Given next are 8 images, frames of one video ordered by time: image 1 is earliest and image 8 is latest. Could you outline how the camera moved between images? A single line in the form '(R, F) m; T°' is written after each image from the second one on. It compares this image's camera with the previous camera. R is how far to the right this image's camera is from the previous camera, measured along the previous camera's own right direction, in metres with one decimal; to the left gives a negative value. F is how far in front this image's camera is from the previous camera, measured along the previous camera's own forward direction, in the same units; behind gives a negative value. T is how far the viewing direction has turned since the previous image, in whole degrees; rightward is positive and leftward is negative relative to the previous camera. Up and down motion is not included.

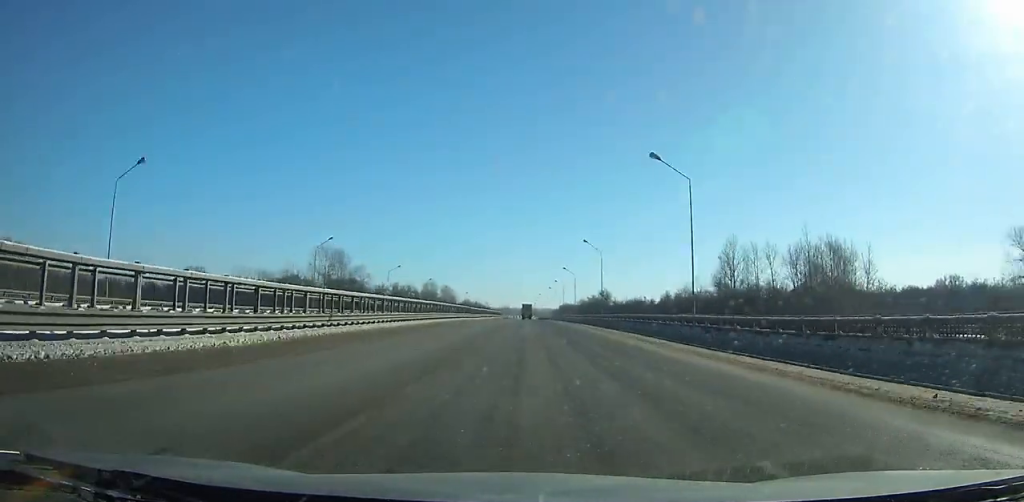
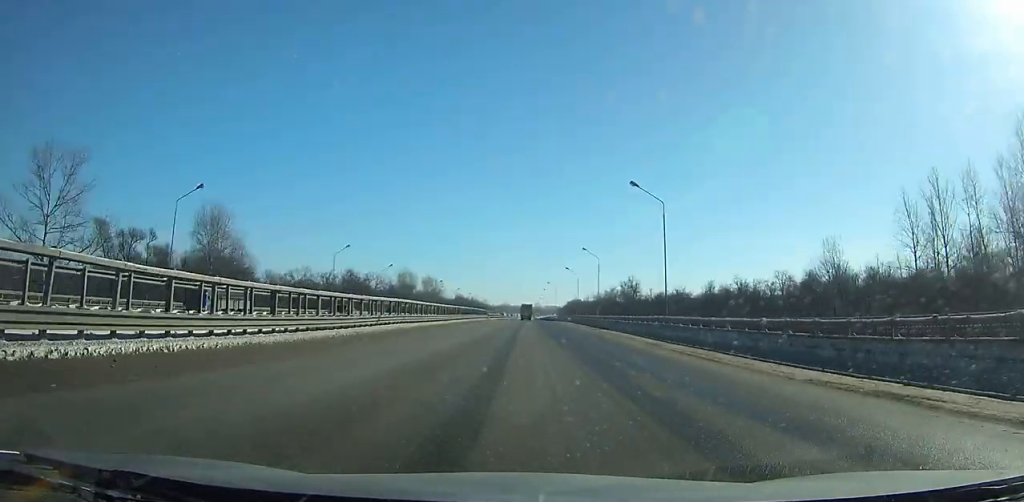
(-0.3, +76.0) m; -1°
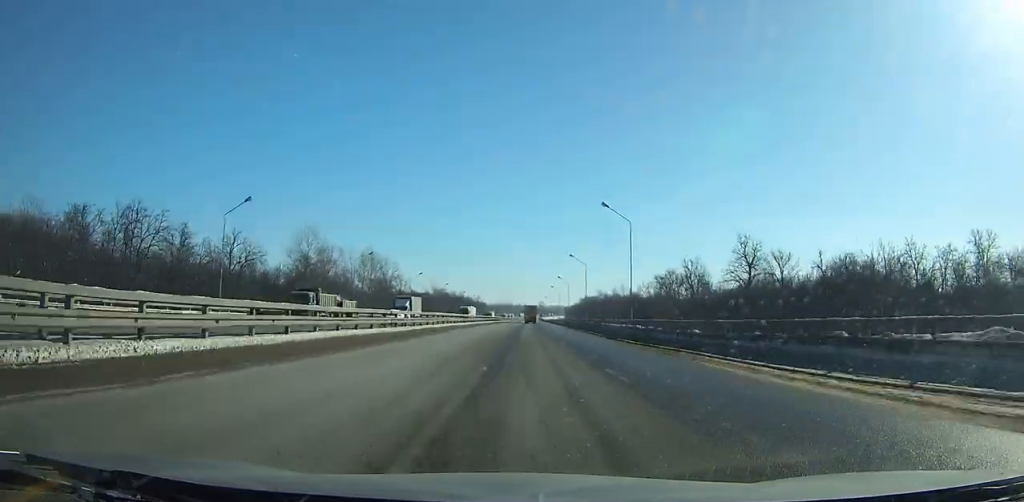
(+2.5, +109.5) m; +6°
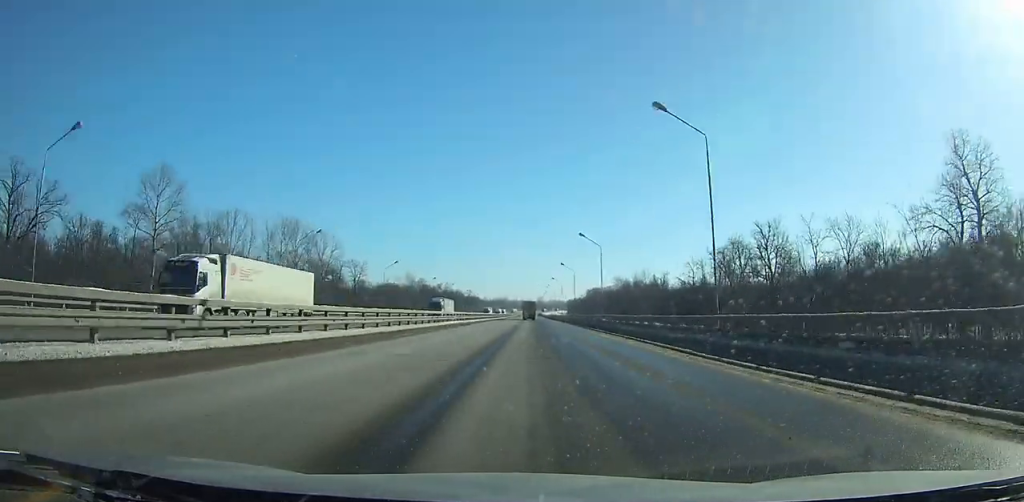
(+6.3, +50.6) m; -6°
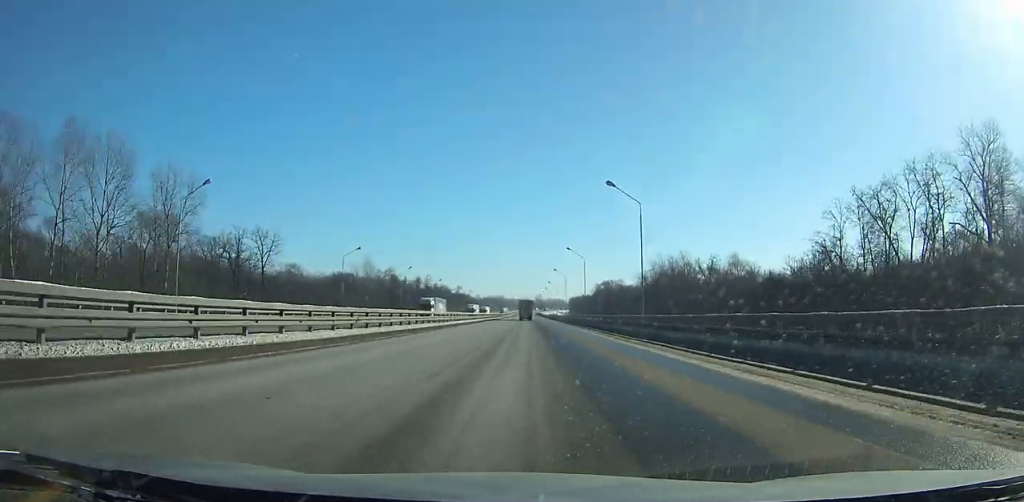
(-12.9, +71.6) m; -6°
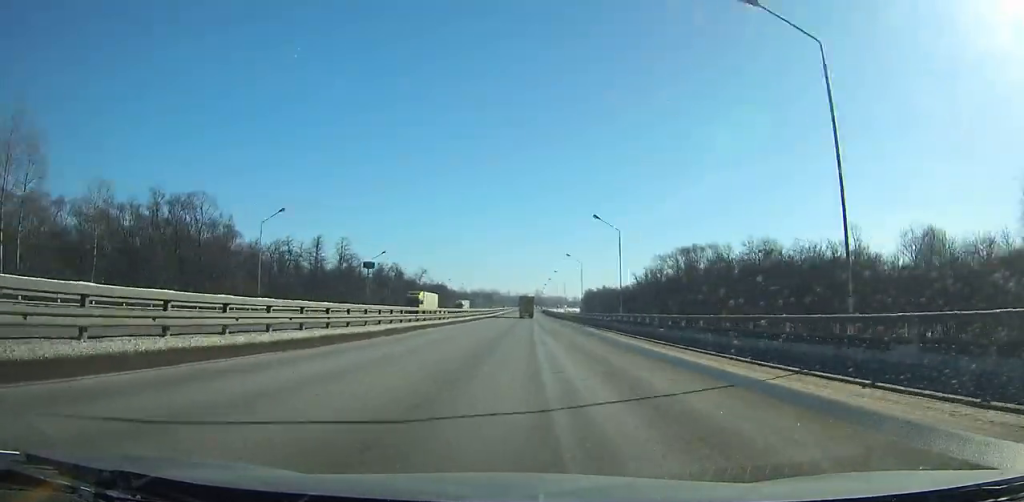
(+13.4, +157.9) m; +6°
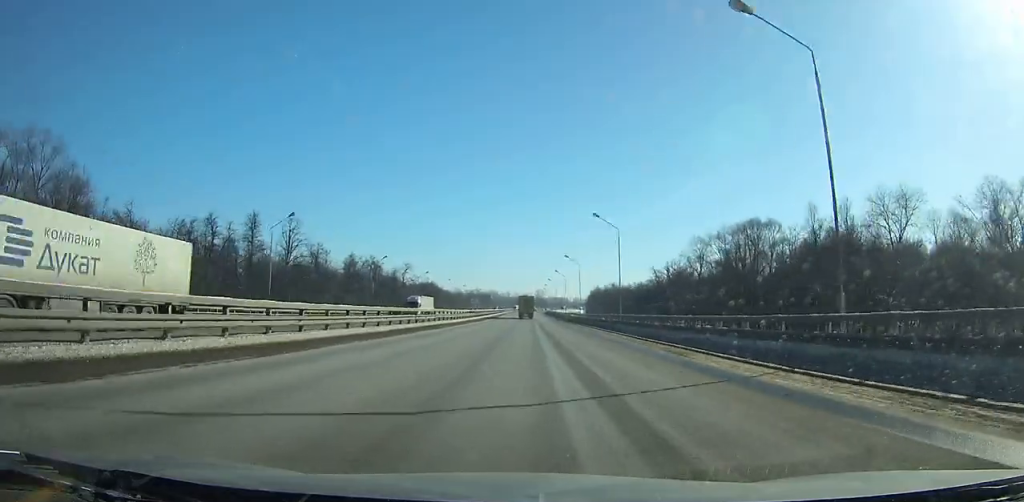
(-0.1, +39.8) m; 0°
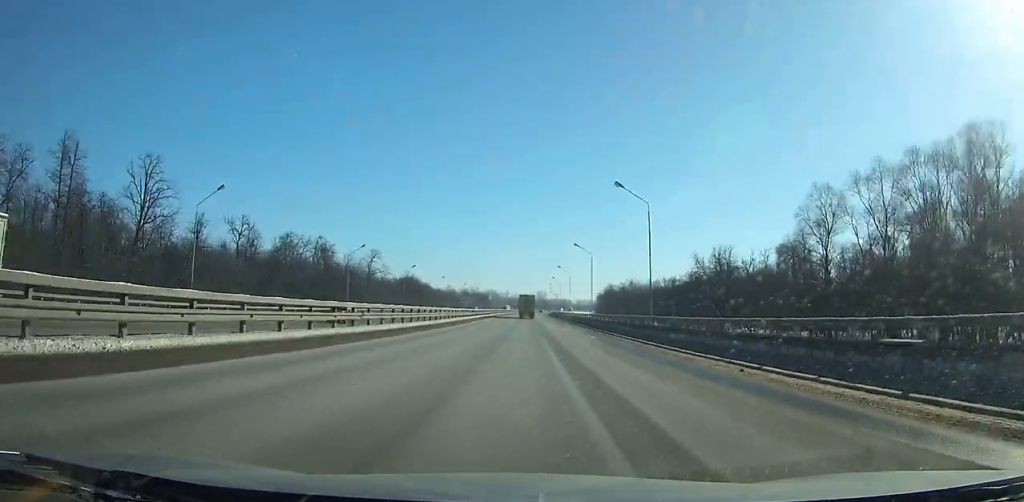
(0.0, +56.6) m; 0°
